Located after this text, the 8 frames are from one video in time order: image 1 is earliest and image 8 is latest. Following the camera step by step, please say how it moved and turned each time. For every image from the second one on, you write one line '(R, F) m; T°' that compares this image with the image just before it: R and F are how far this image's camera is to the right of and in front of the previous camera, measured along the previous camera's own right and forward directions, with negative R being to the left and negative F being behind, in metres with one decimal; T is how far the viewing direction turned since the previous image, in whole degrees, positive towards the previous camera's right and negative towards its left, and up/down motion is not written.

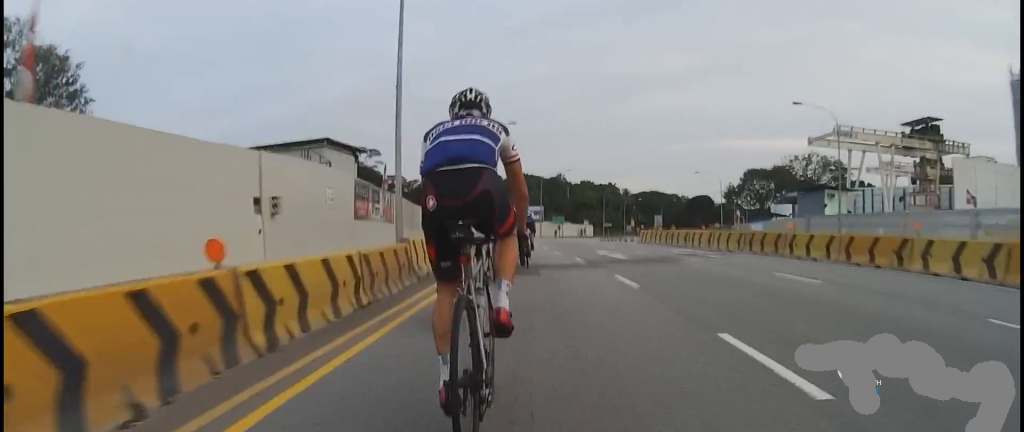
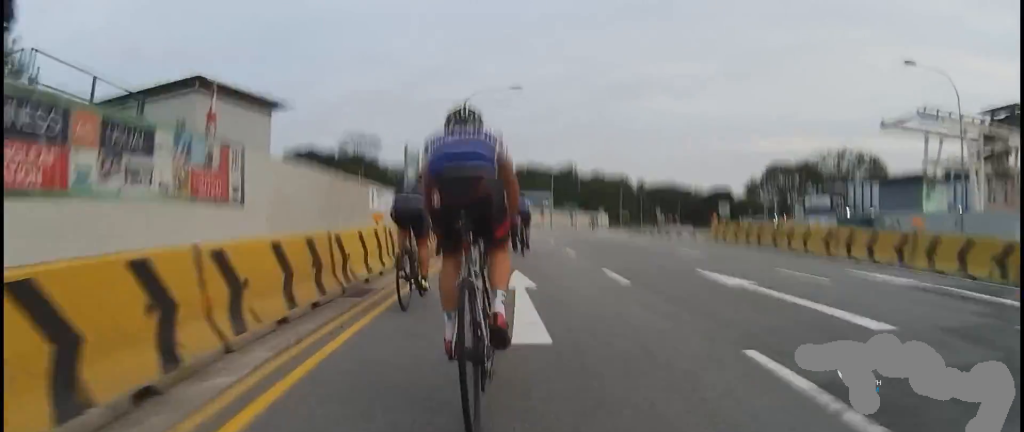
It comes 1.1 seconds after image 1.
(0.0, +12.8) m; -2°
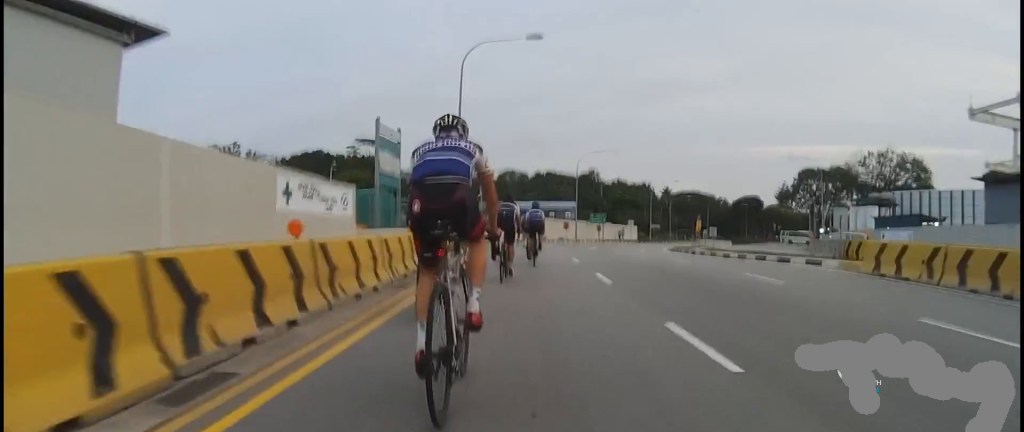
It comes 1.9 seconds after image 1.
(-0.5, +9.9) m; 0°
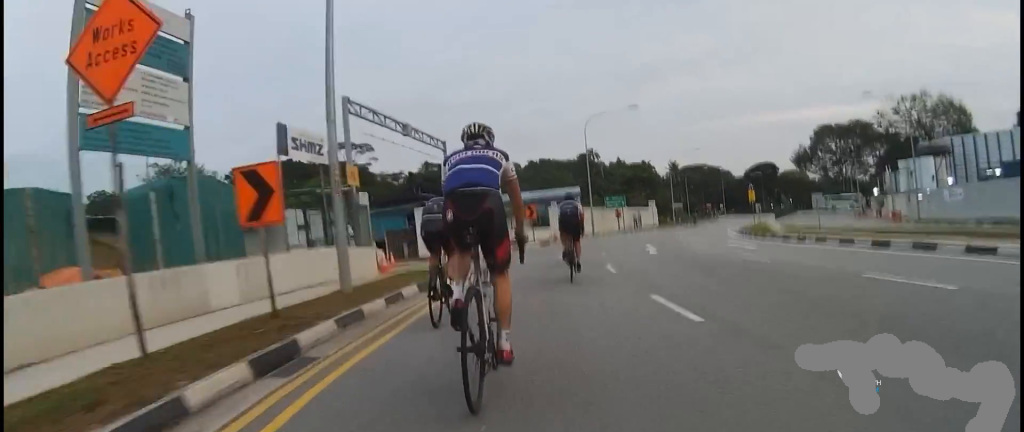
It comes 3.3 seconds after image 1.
(+0.1, +16.5) m; 0°
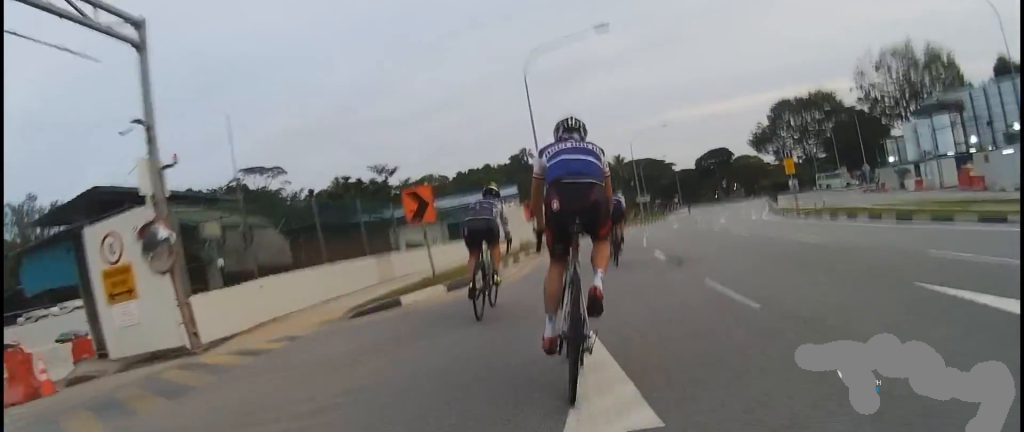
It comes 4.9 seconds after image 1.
(+1.6, +18.7) m; +7°
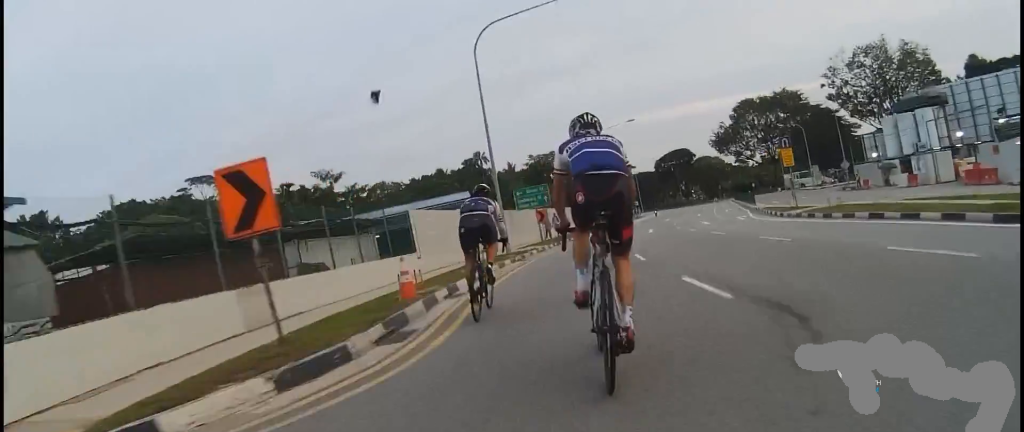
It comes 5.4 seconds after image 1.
(-0.2, +5.4) m; 0°
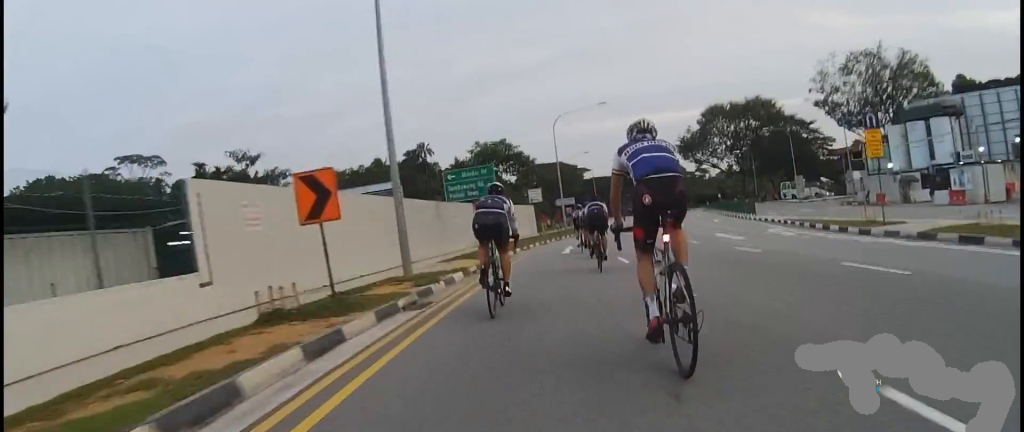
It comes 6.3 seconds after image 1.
(+0.2, +11.5) m; +6°
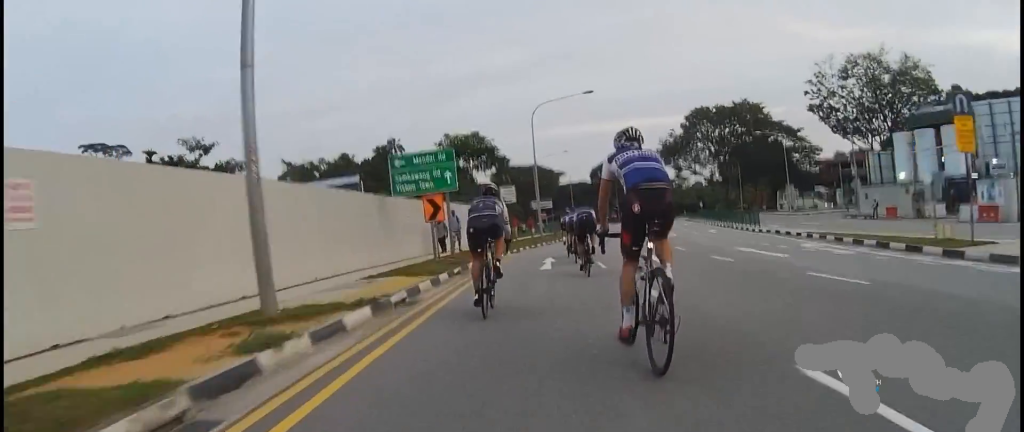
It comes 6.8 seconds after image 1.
(+0.1, +5.5) m; +4°
